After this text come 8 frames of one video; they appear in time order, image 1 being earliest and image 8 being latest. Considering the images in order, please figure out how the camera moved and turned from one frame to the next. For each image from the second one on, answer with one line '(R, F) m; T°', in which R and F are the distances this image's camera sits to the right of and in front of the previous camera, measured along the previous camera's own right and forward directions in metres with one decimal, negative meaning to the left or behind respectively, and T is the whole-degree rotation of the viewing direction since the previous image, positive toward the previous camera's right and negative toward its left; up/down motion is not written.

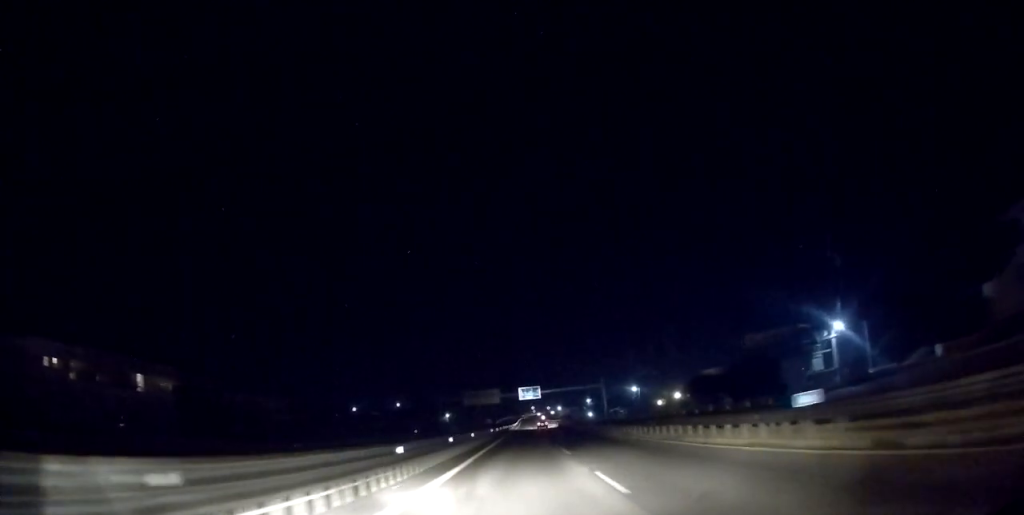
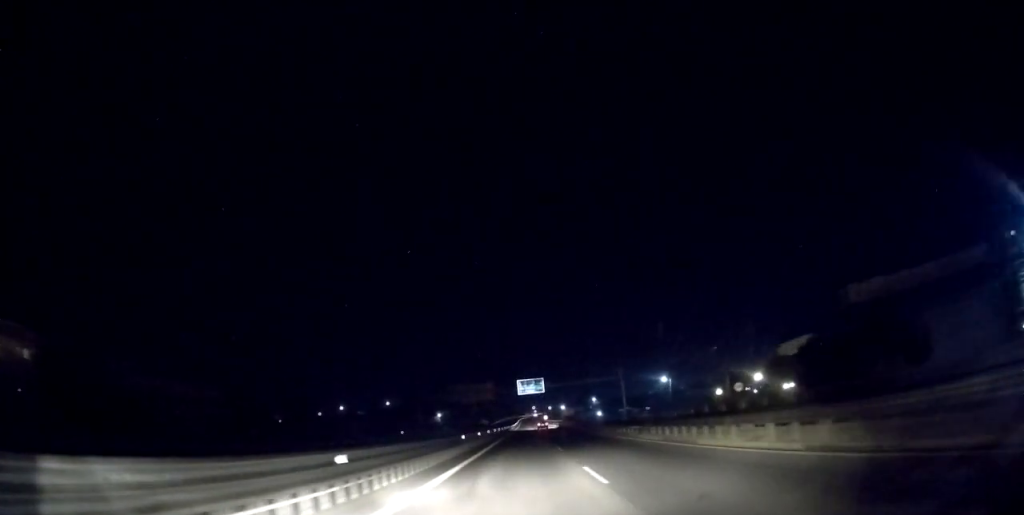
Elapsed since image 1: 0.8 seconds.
(-0.1, +22.1) m; 0°
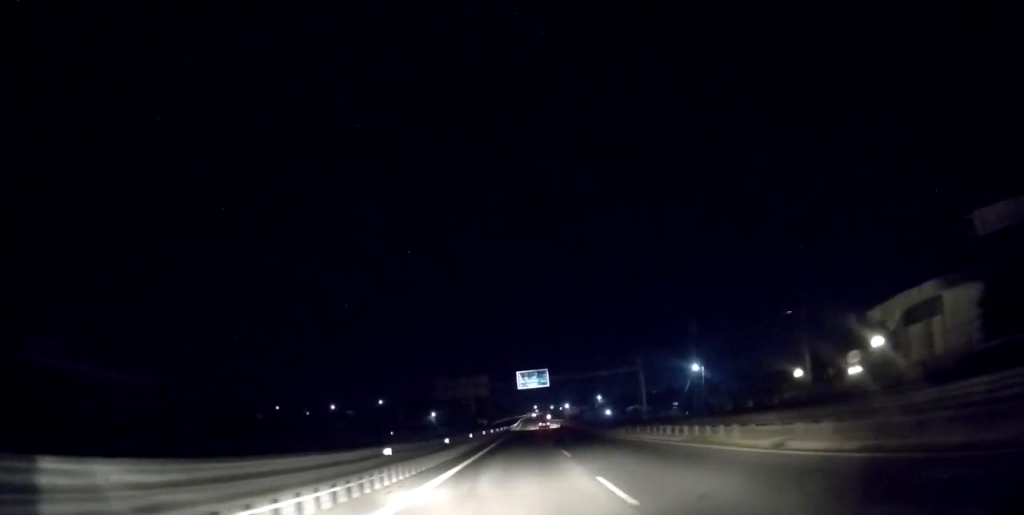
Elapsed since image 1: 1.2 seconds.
(0.0, +14.7) m; 0°
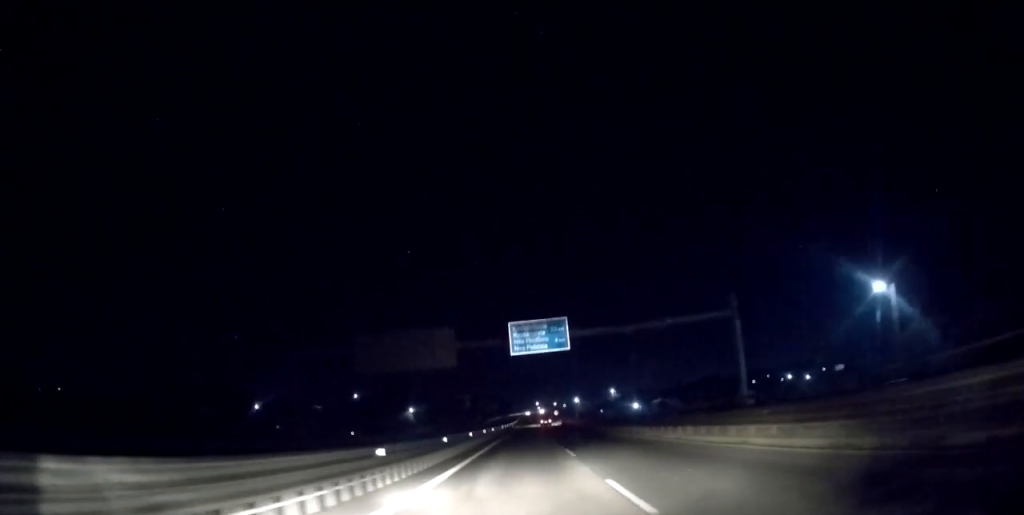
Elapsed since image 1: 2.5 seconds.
(+0.3, +36.4) m; 0°
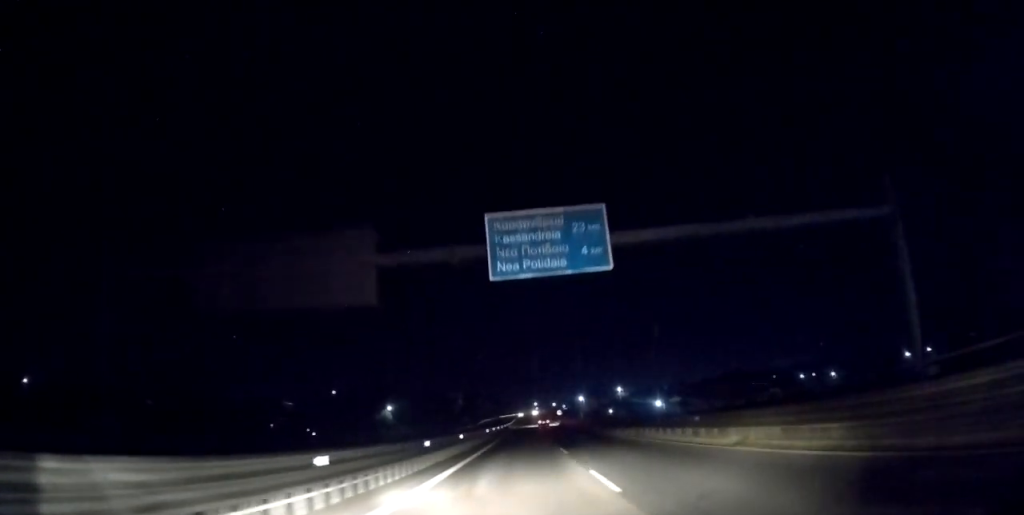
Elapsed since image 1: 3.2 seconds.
(-0.1, +21.1) m; 0°
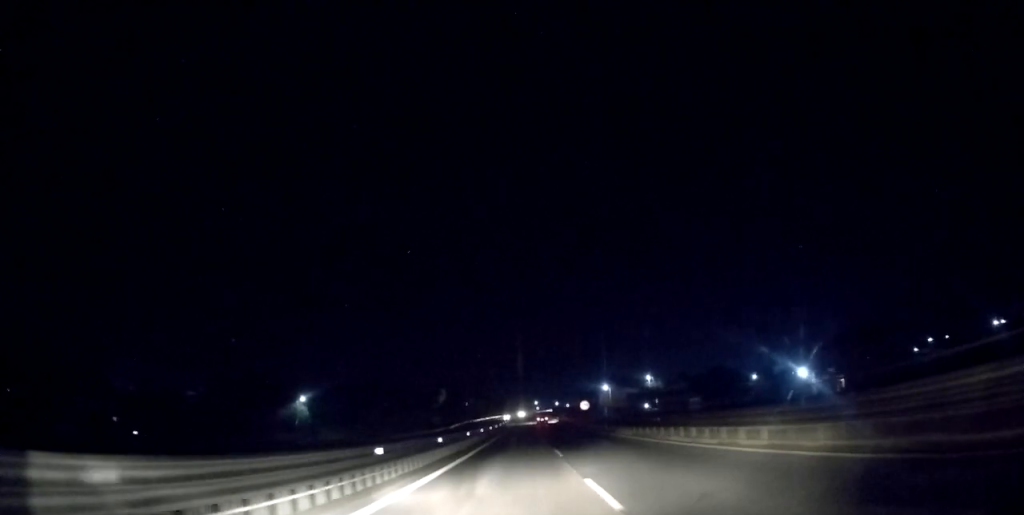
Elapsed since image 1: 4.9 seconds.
(+0.2, +49.9) m; +1°
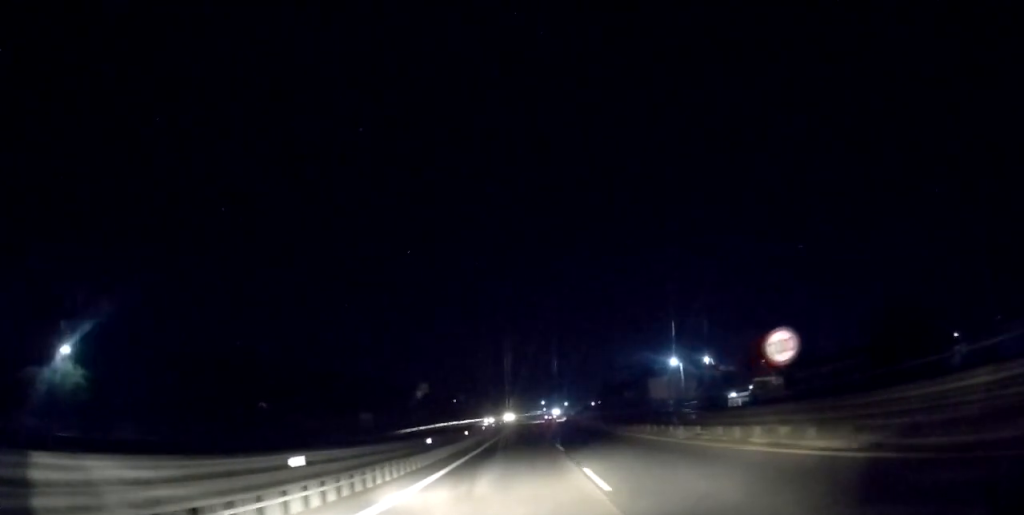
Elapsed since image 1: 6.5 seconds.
(-0.4, +45.5) m; -1°
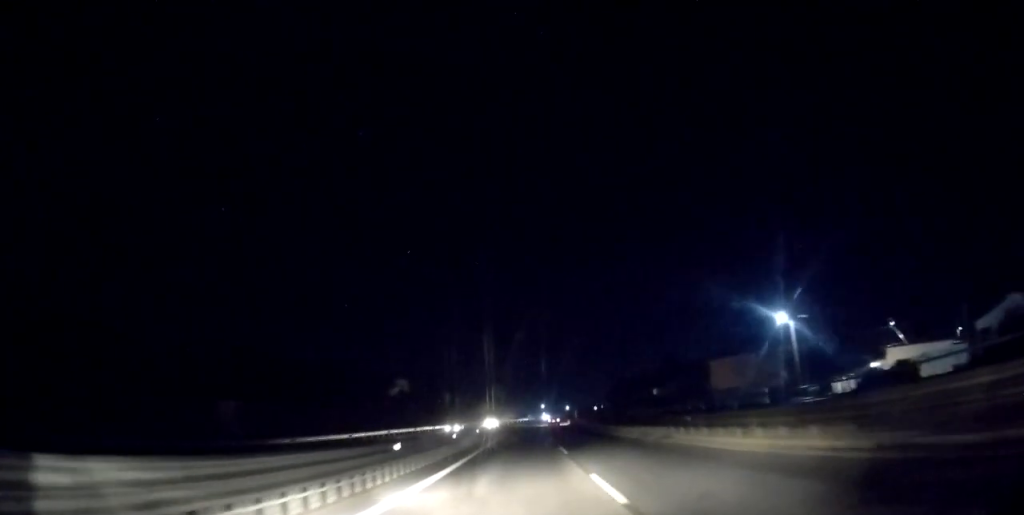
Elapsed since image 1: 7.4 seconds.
(0.0, +25.5) m; 0°
